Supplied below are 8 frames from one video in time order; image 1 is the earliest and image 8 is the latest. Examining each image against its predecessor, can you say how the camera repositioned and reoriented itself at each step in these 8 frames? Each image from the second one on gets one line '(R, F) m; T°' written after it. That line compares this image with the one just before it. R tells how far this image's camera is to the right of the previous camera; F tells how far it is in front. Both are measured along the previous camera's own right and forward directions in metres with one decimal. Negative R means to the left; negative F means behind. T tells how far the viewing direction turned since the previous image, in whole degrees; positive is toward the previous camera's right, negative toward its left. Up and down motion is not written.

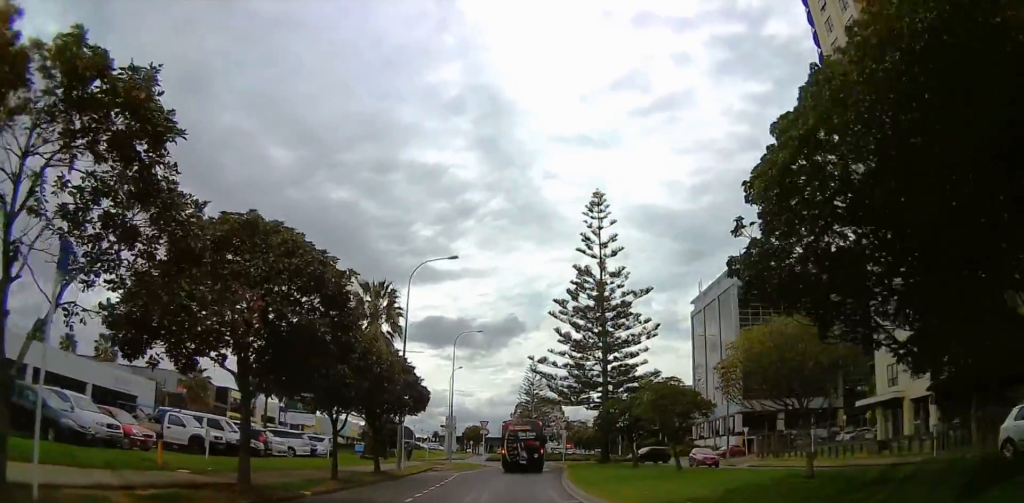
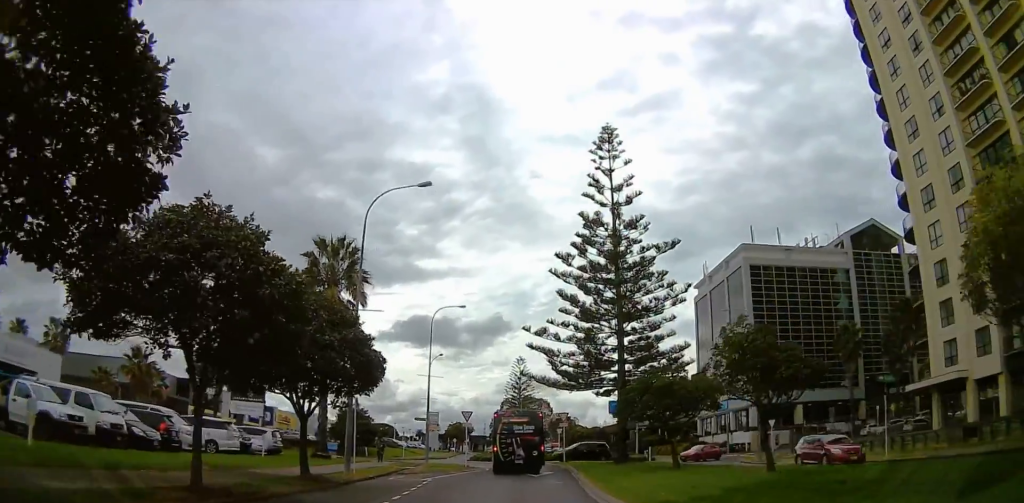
(-1.2, +10.3) m; +6°
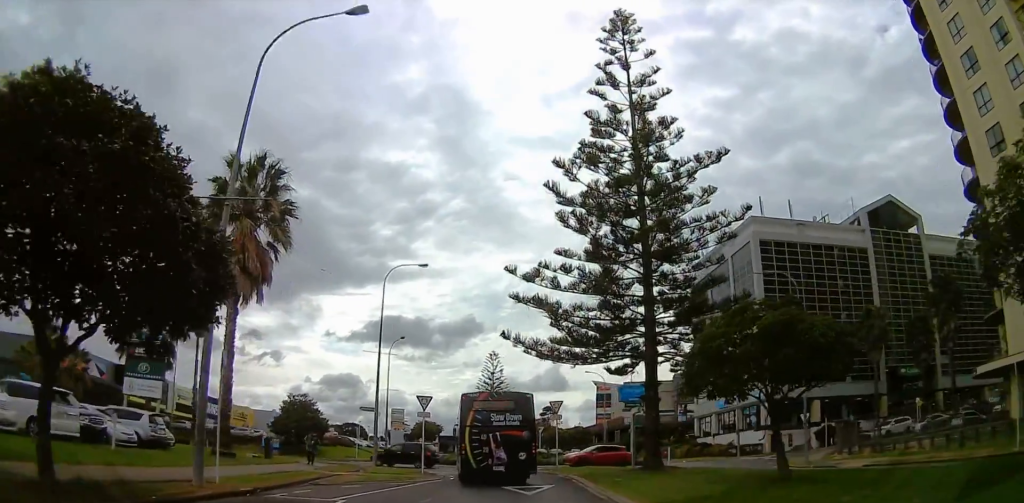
(+2.5, +12.0) m; +2°
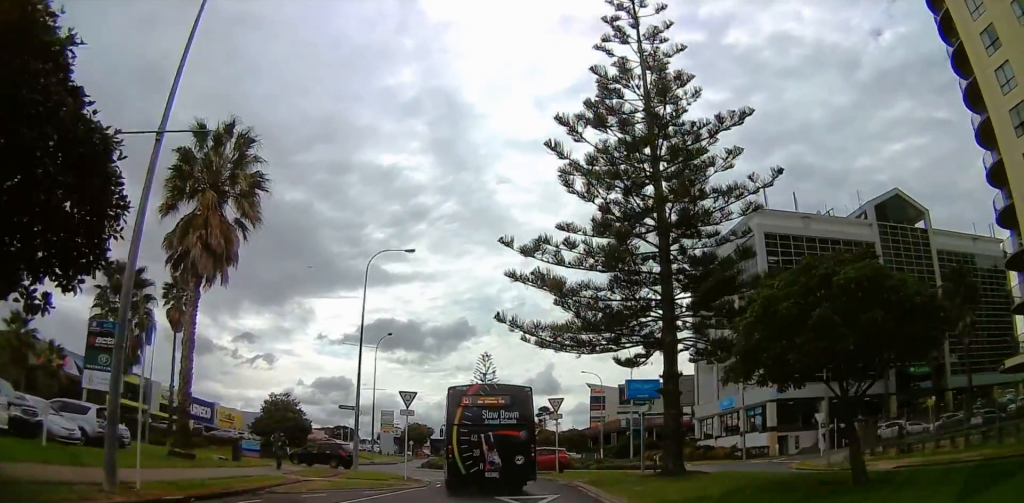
(-0.4, +4.4) m; -5°
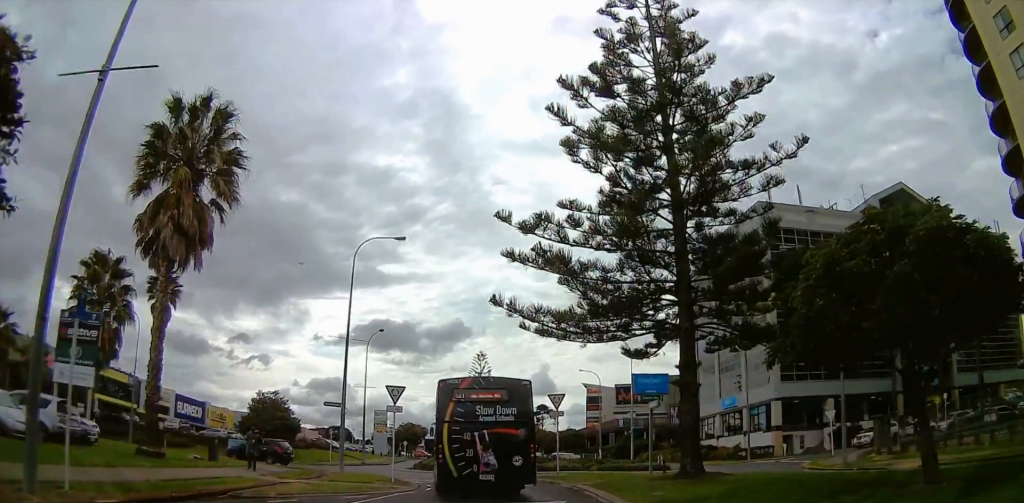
(-0.3, +2.7) m; +4°
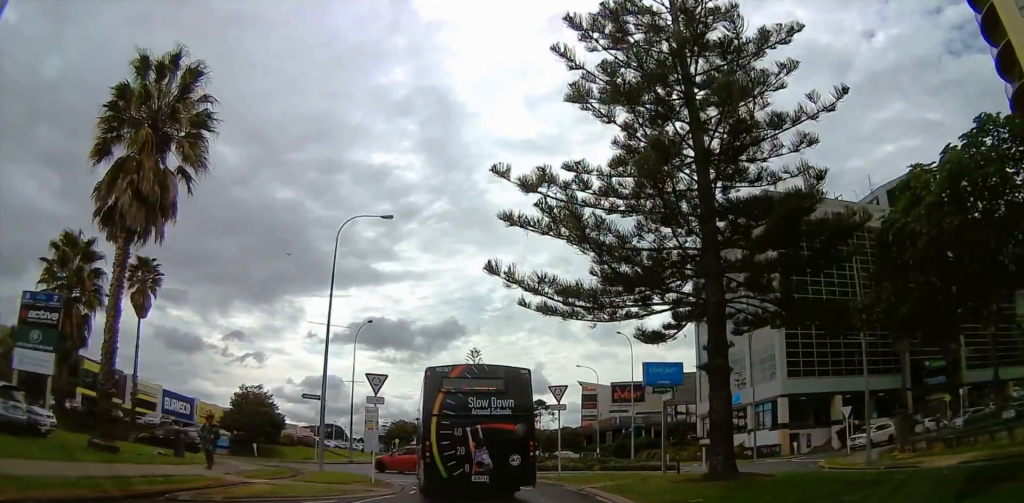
(+0.1, +3.7) m; +2°
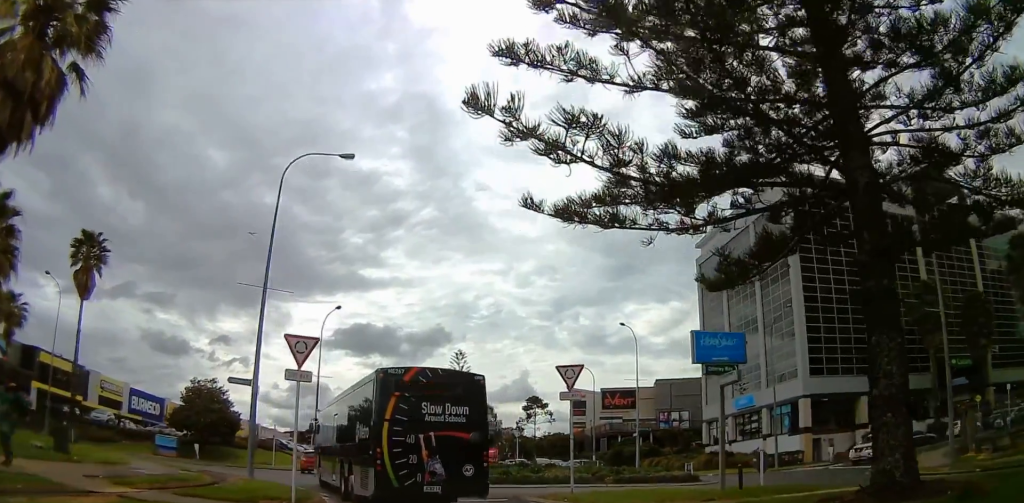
(-0.3, +9.1) m; -4°
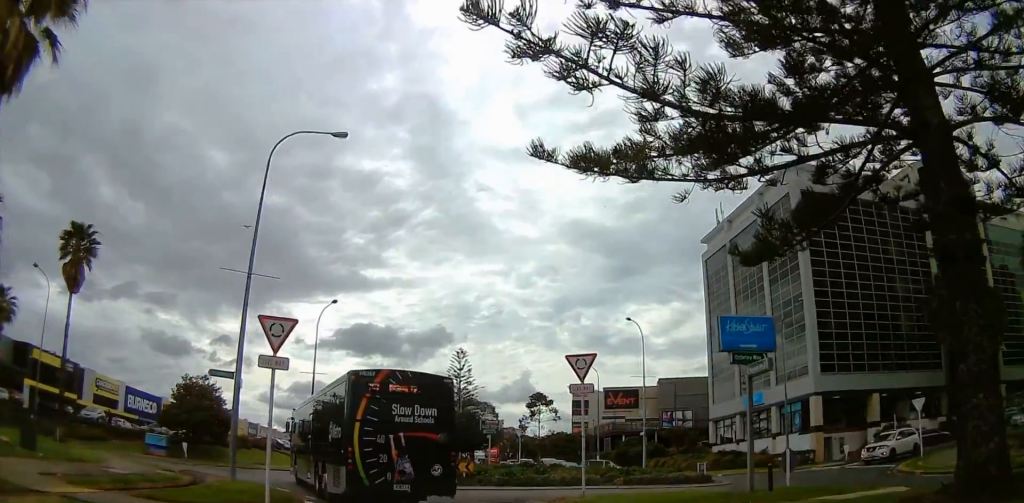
(+0.7, +1.7) m; -1°
